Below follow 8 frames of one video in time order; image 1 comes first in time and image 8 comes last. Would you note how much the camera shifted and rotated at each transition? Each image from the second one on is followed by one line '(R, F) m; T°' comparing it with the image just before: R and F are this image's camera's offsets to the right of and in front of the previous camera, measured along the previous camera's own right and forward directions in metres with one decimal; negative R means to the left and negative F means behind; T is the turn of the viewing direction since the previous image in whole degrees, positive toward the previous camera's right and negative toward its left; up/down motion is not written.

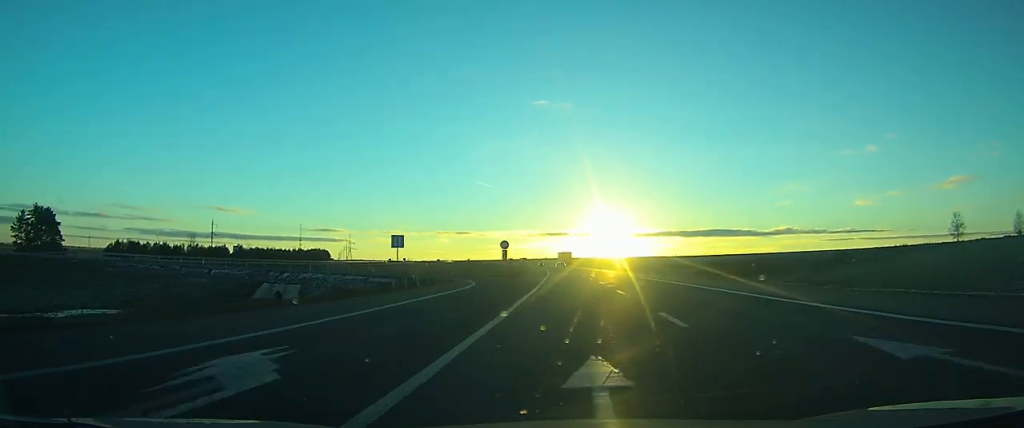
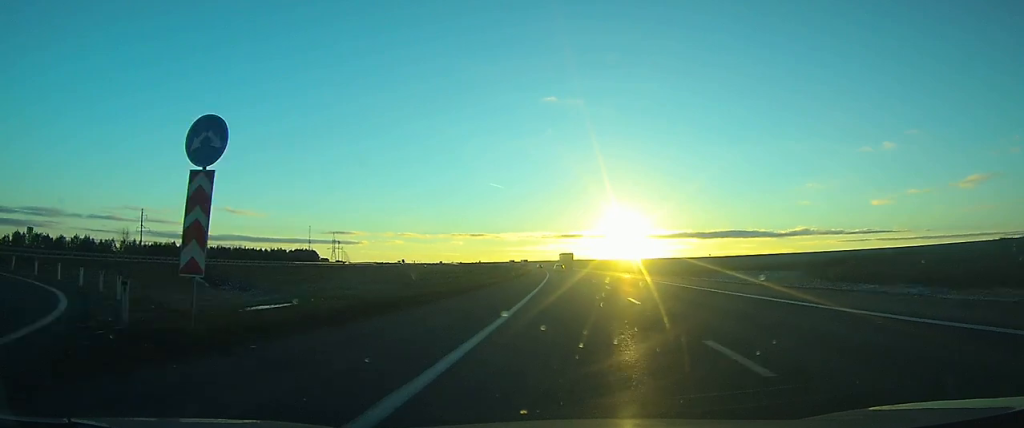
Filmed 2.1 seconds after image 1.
(-0.6, +54.2) m; -1°
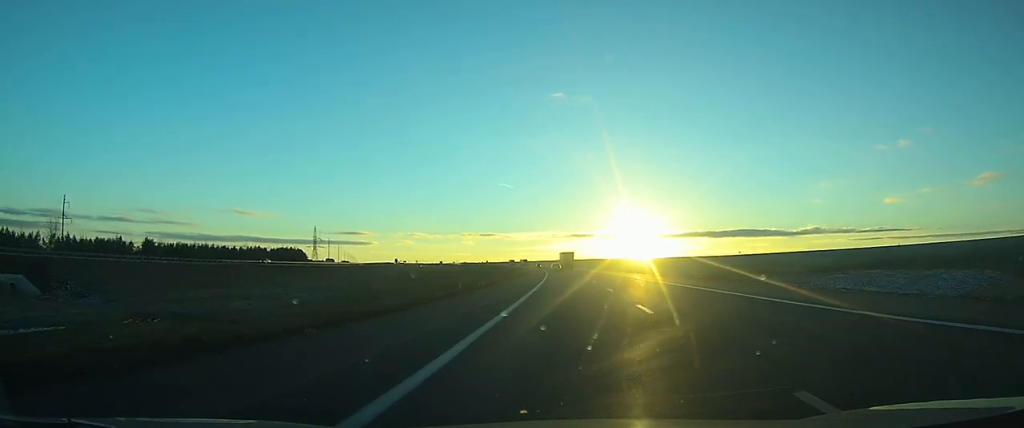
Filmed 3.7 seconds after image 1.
(-0.5, +41.0) m; -1°
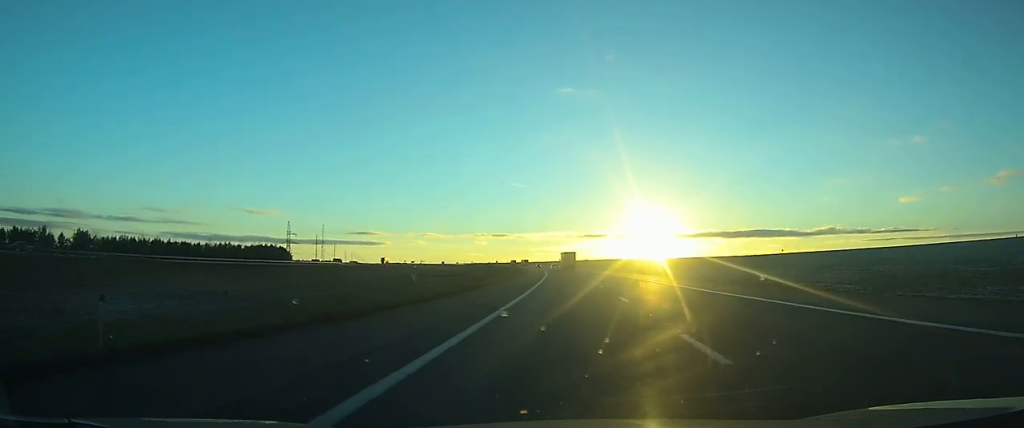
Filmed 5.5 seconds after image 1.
(-0.5, +43.2) m; -2°
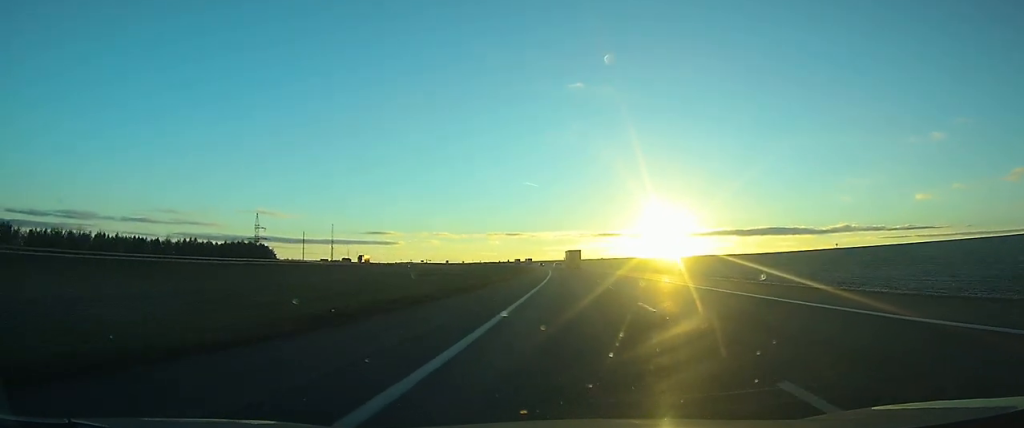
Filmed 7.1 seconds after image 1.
(-0.5, +38.2) m; -1°
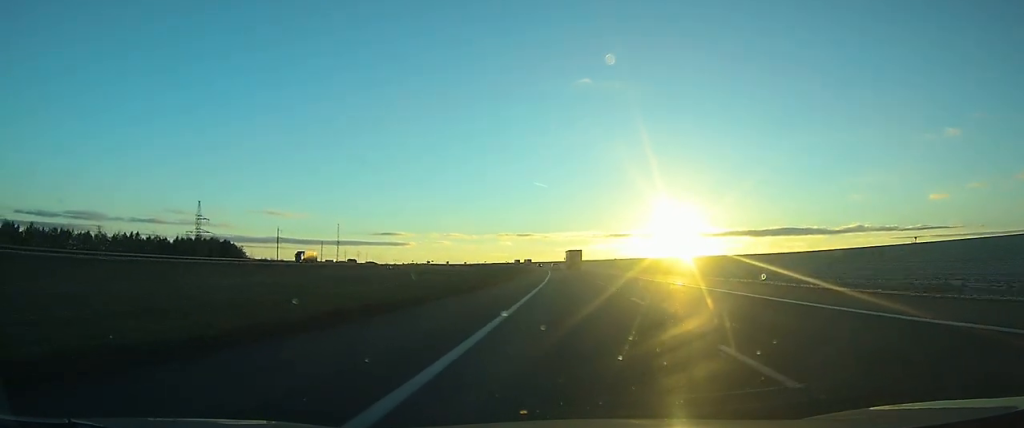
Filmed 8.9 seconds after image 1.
(-0.6, +41.5) m; -1°
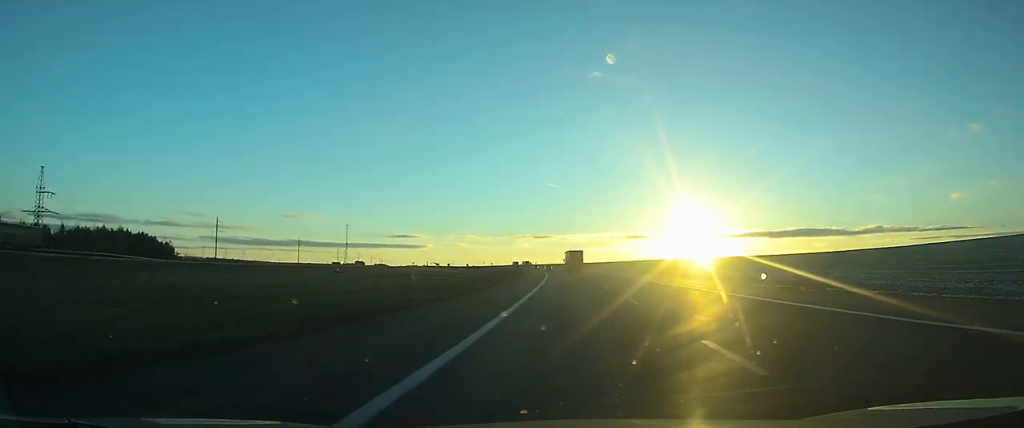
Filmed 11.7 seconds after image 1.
(-1.1, +67.1) m; -2°
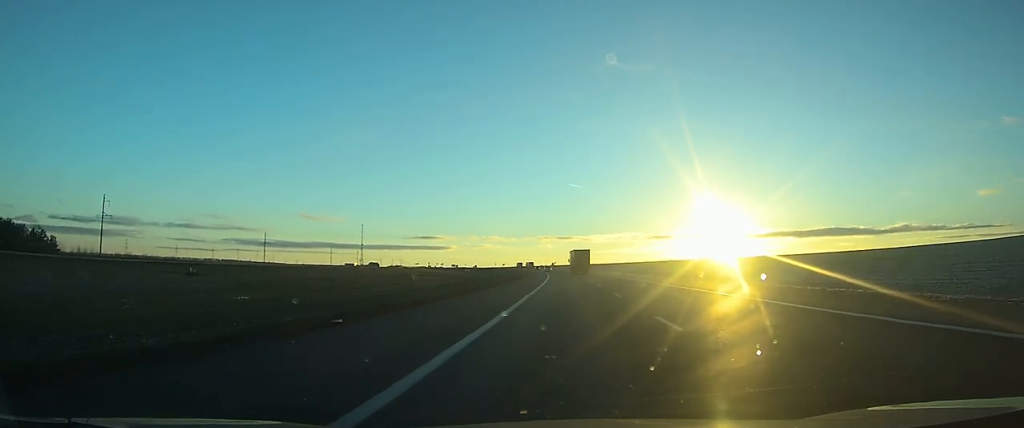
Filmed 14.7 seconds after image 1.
(-1.4, +83.7) m; -2°
